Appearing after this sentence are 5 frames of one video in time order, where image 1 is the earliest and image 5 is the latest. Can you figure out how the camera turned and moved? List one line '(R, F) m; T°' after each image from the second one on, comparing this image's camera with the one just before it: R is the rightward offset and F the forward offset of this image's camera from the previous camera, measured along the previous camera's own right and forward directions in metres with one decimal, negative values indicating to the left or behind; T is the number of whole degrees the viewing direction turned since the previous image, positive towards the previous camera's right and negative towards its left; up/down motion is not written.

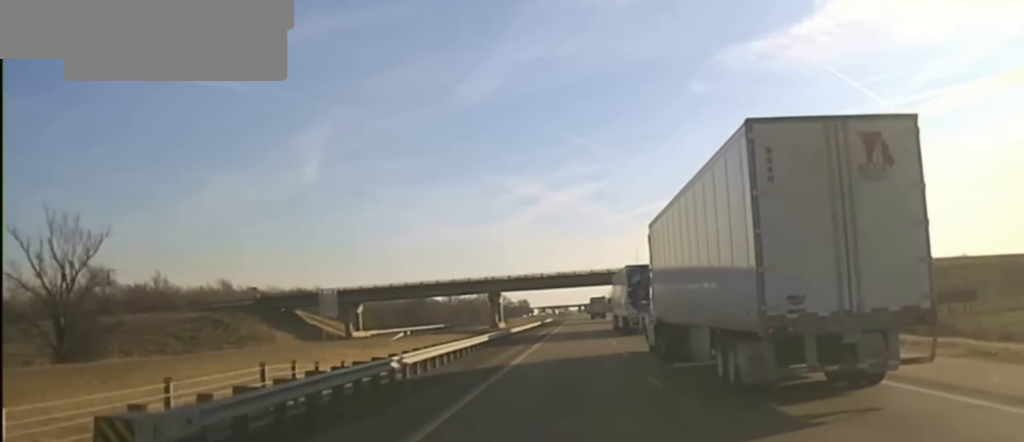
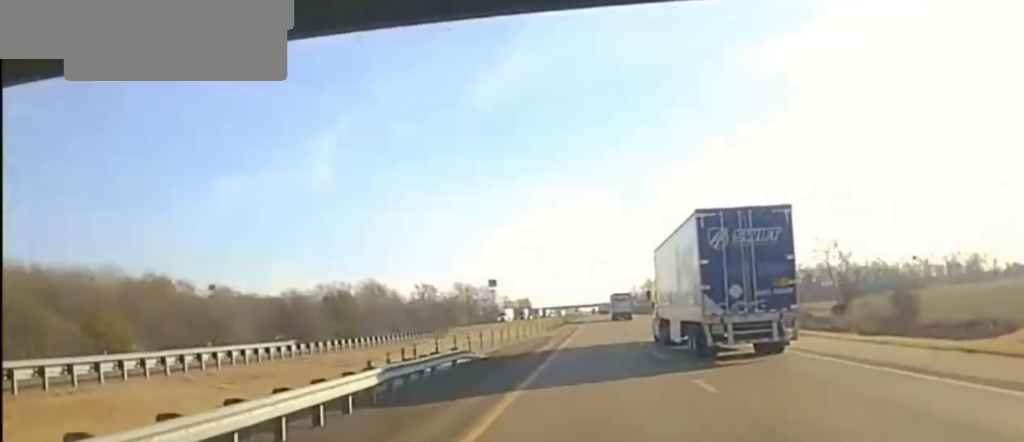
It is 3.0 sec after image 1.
(-1.4, +119.9) m; 0°
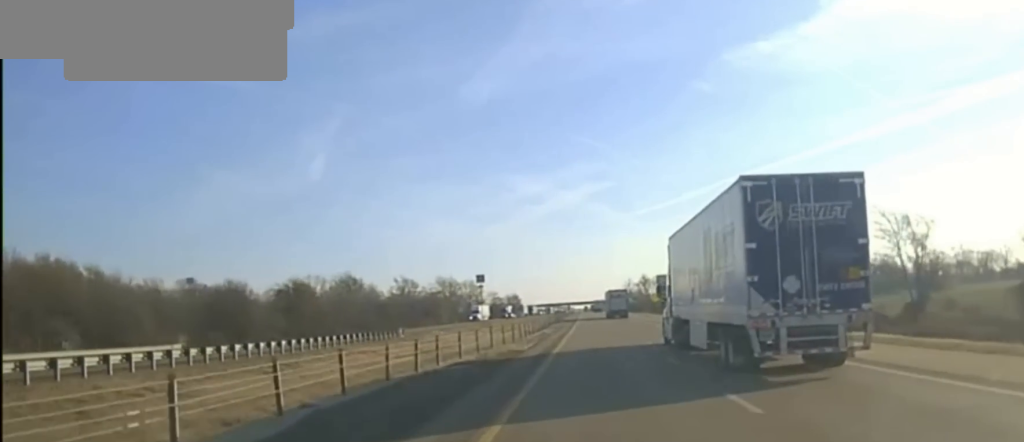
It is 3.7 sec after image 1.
(+0.1, +26.7) m; 0°
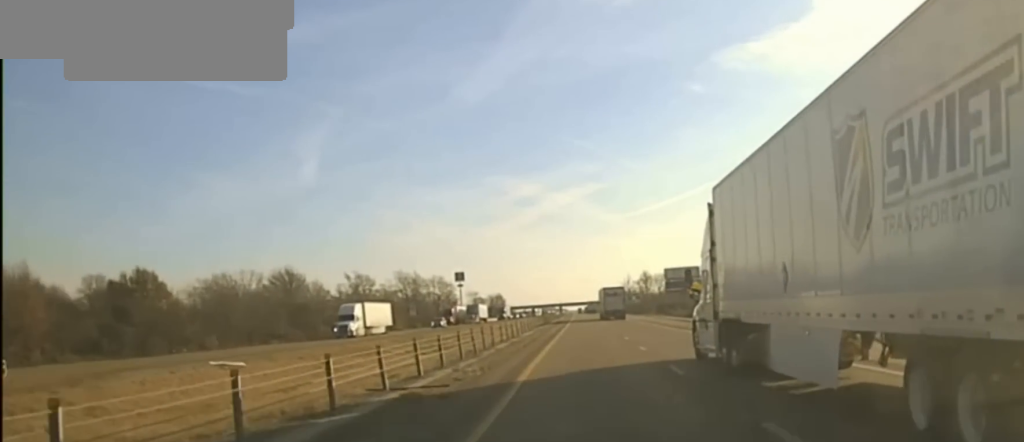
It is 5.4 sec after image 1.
(+0.3, +65.5) m; 0°
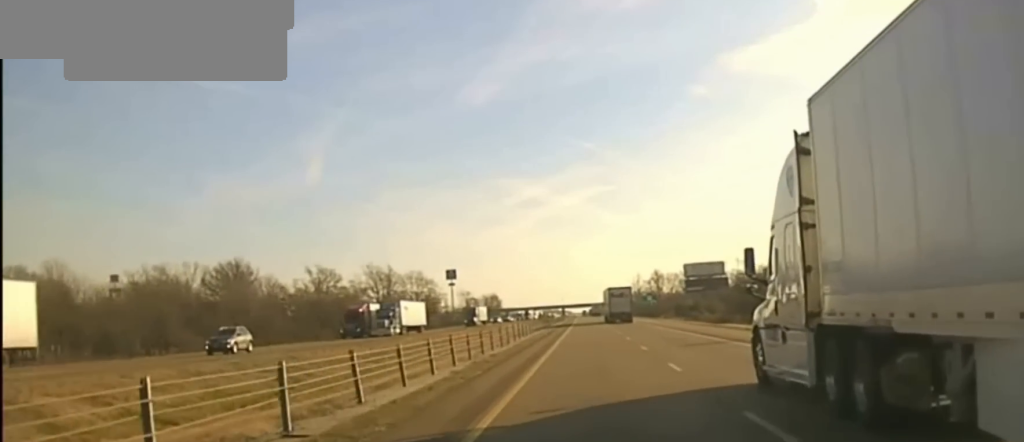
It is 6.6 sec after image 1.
(+0.1, +46.3) m; 0°
